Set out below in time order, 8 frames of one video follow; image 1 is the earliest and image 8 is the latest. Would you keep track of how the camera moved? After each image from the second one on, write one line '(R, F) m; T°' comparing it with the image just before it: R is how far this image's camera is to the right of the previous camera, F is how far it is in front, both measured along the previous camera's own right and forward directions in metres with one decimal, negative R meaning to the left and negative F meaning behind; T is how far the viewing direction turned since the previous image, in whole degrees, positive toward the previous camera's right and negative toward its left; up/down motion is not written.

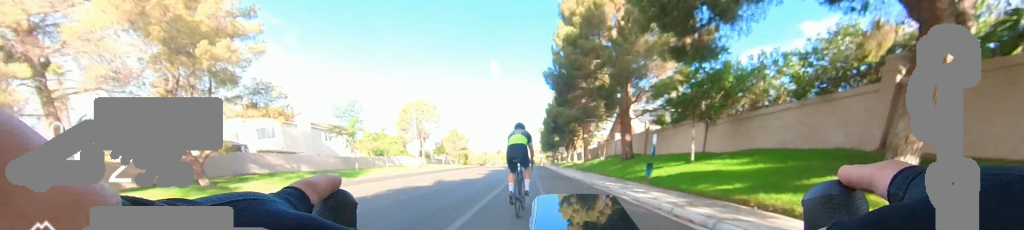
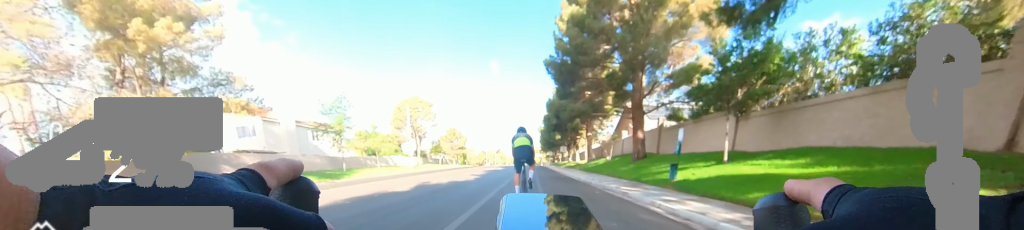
(0.0, +2.6) m; 0°
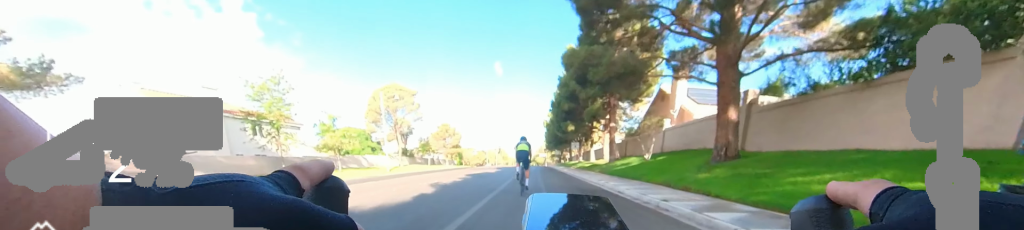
(0.0, +9.5) m; 0°
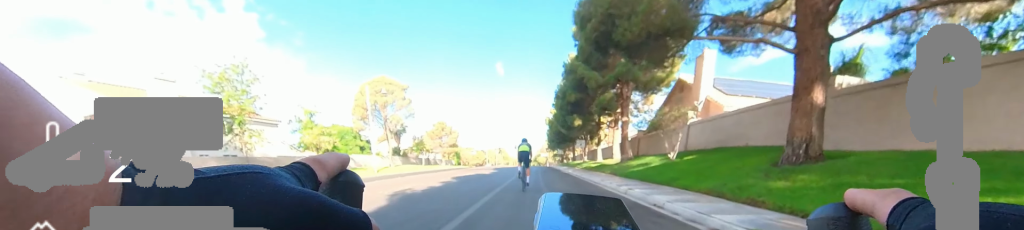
(0.0, +3.5) m; 0°
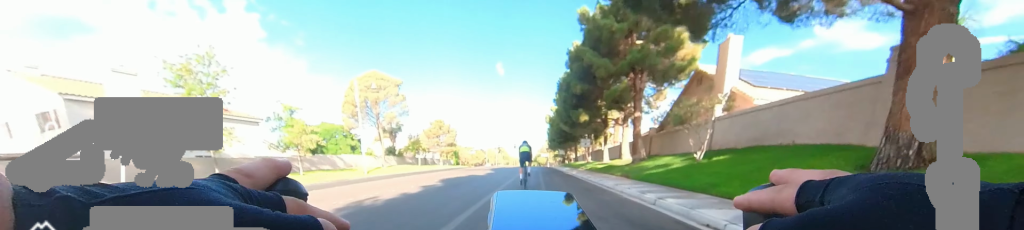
(0.0, +2.5) m; 0°
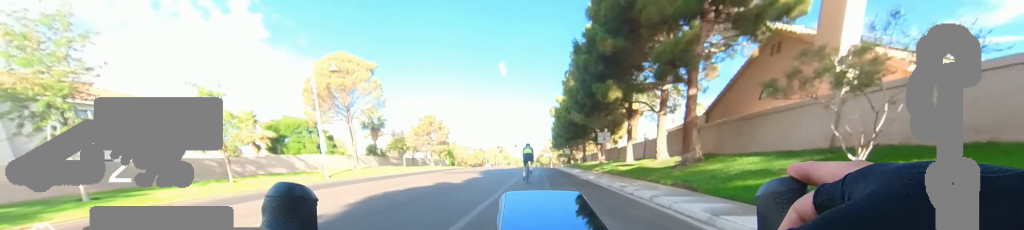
(0.0, +6.8) m; 0°
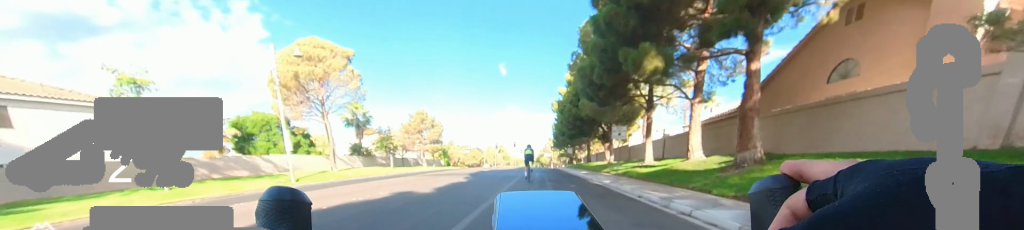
(0.0, +3.9) m; 0°
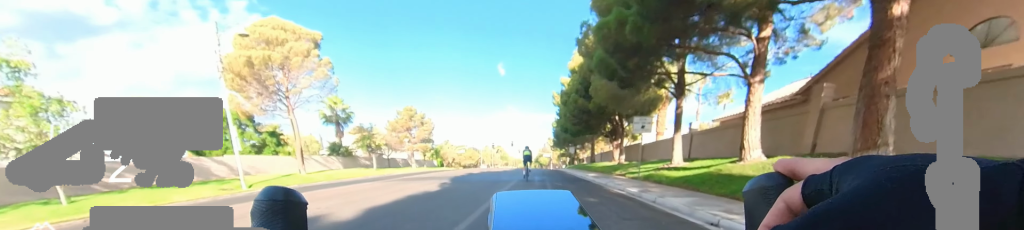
(0.0, +4.3) m; 0°
